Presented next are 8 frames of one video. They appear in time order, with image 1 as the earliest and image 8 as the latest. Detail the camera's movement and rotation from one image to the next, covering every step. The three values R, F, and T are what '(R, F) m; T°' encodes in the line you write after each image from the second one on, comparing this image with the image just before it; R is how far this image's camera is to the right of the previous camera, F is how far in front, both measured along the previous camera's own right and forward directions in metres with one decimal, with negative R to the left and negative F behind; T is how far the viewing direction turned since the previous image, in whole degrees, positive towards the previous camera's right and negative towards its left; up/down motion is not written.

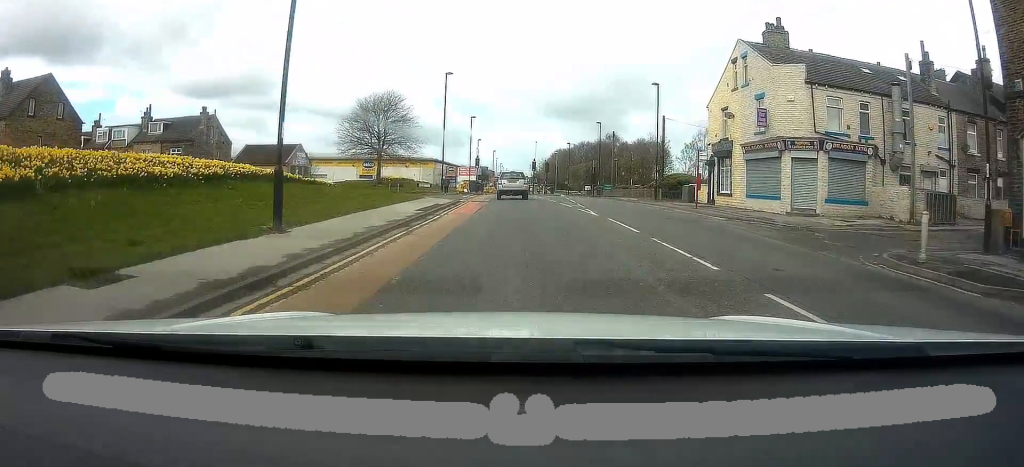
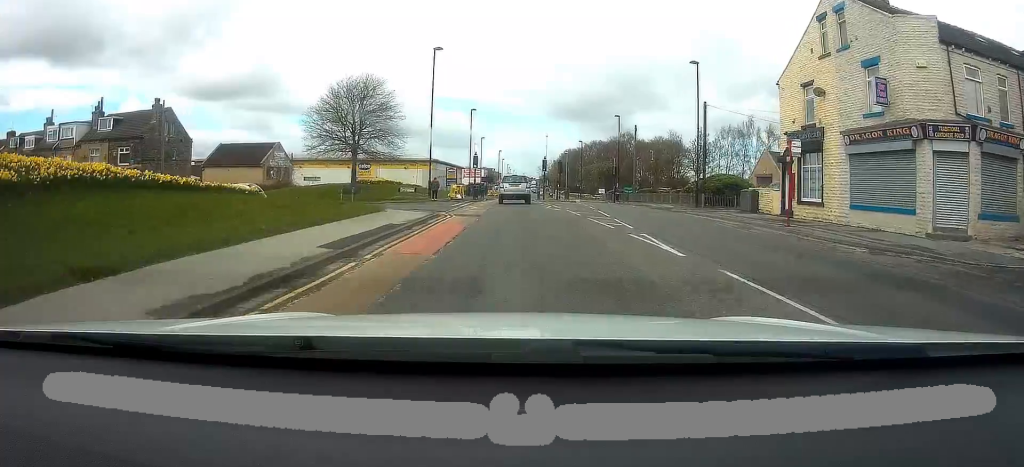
(-0.1, +10.1) m; -2°
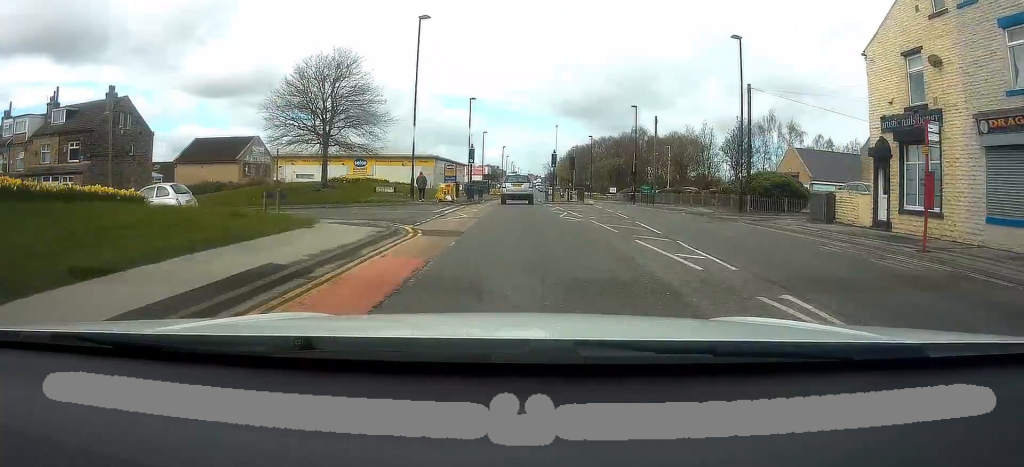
(-0.1, +7.6) m; -1°
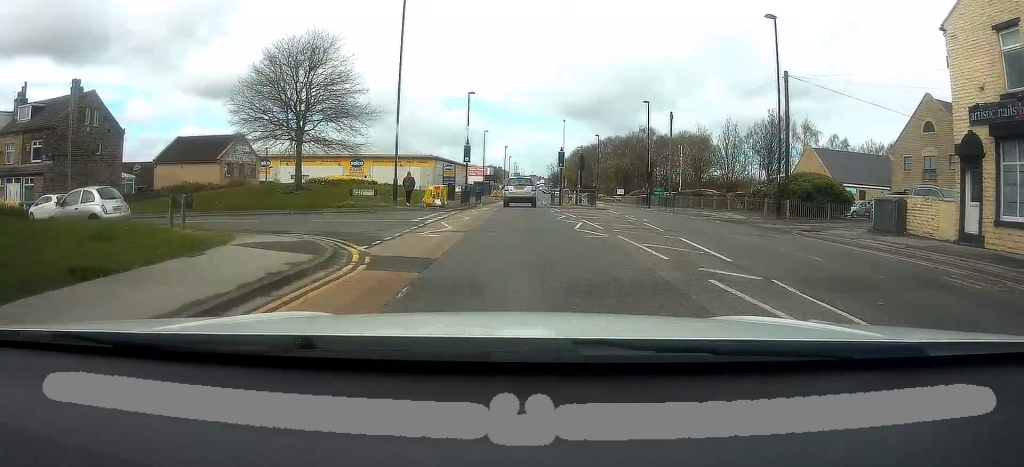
(-0.2, +4.8) m; 0°
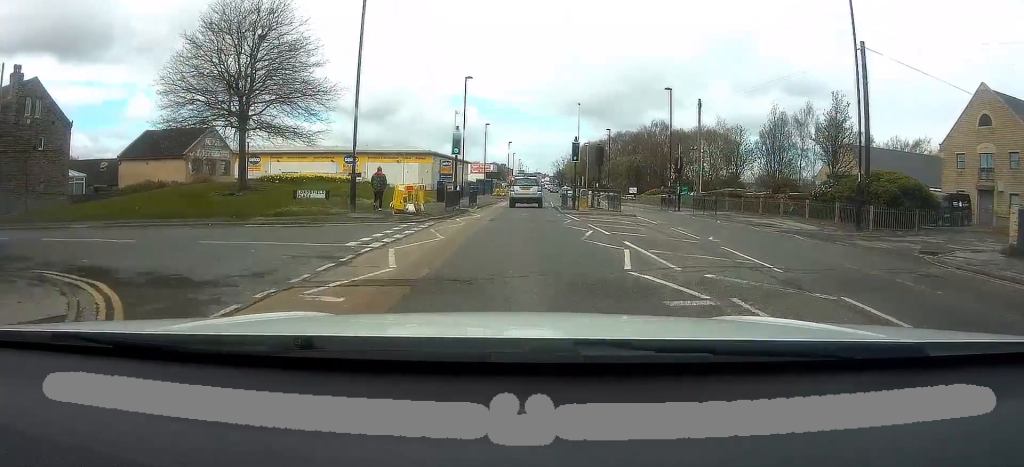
(+0.2, +7.1) m; 0°
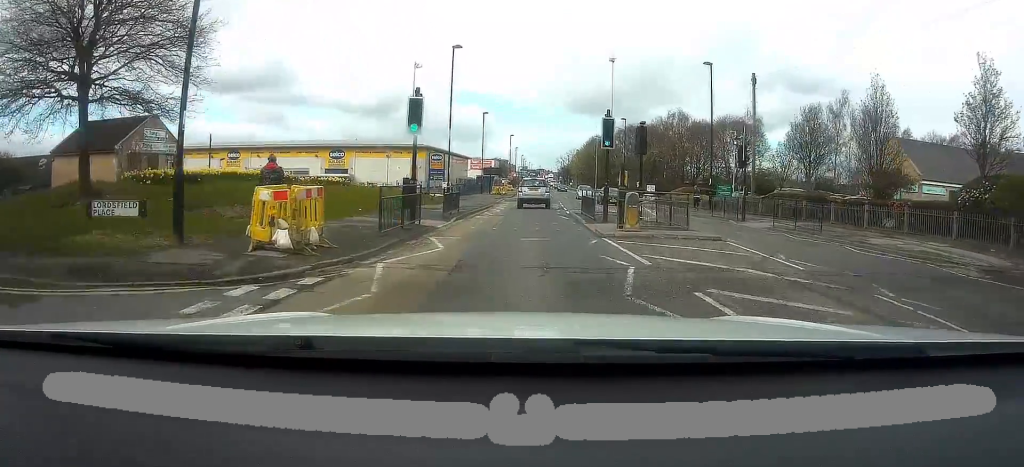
(0.0, +10.4) m; 0°
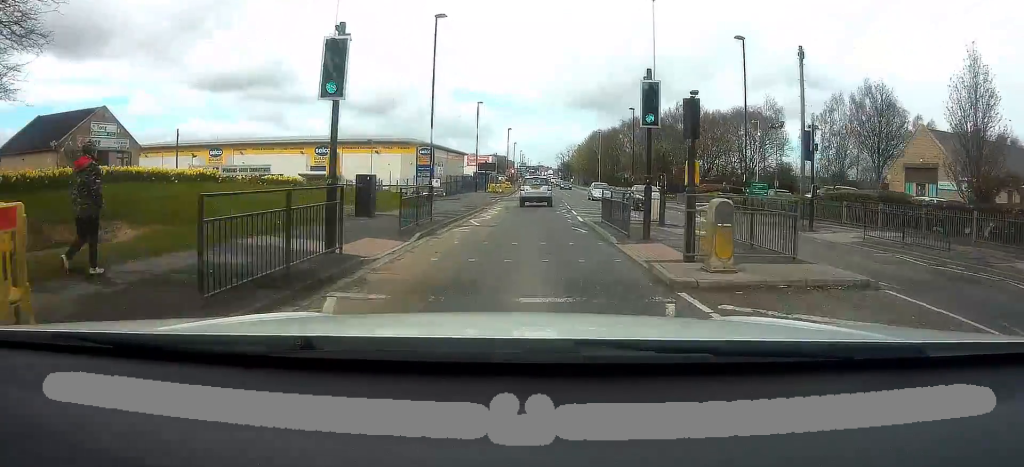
(0.0, +6.6) m; 0°
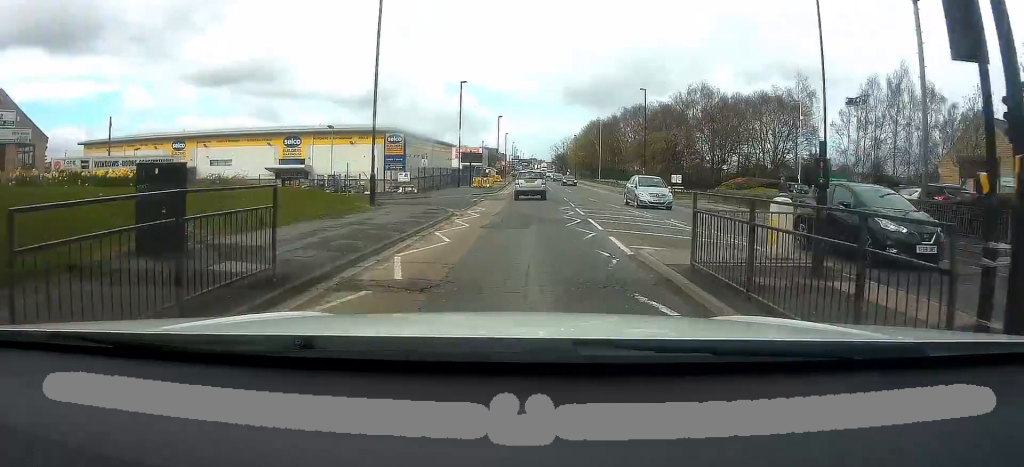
(+0.1, +10.3) m; 0°
